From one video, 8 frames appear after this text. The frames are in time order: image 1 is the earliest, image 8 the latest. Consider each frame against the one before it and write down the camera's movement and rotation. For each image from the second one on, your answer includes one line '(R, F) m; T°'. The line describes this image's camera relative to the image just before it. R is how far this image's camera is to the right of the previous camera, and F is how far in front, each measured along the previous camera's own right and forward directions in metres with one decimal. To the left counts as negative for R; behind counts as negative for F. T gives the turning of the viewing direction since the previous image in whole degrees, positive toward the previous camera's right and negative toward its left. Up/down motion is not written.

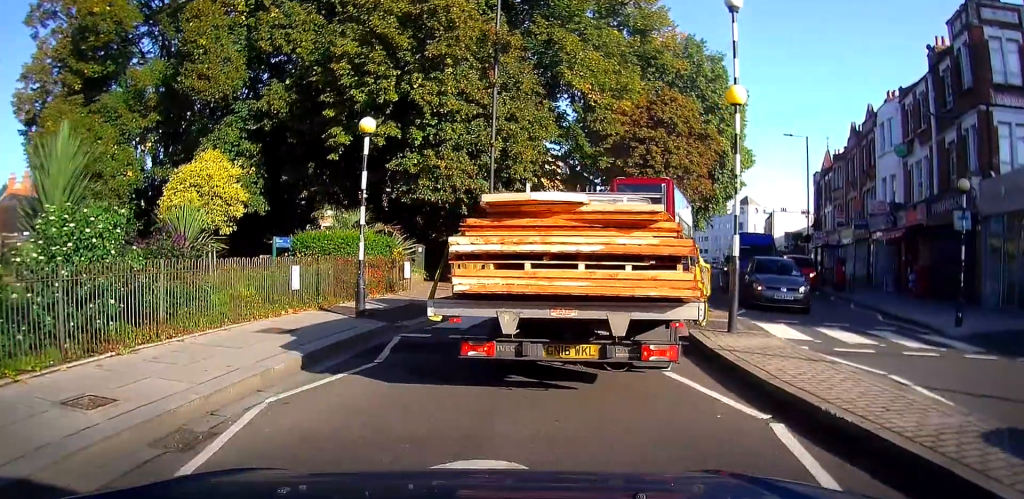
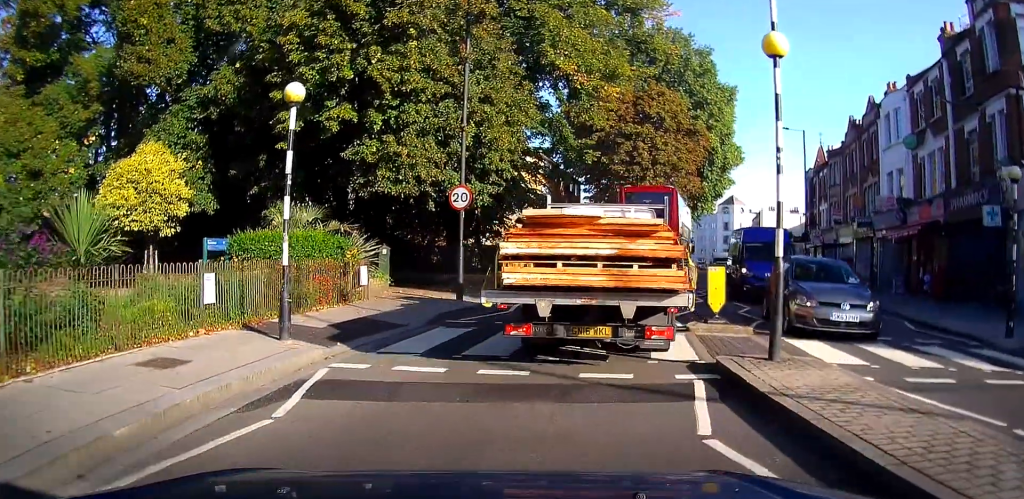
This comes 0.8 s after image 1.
(+0.1, +2.6) m; +1°
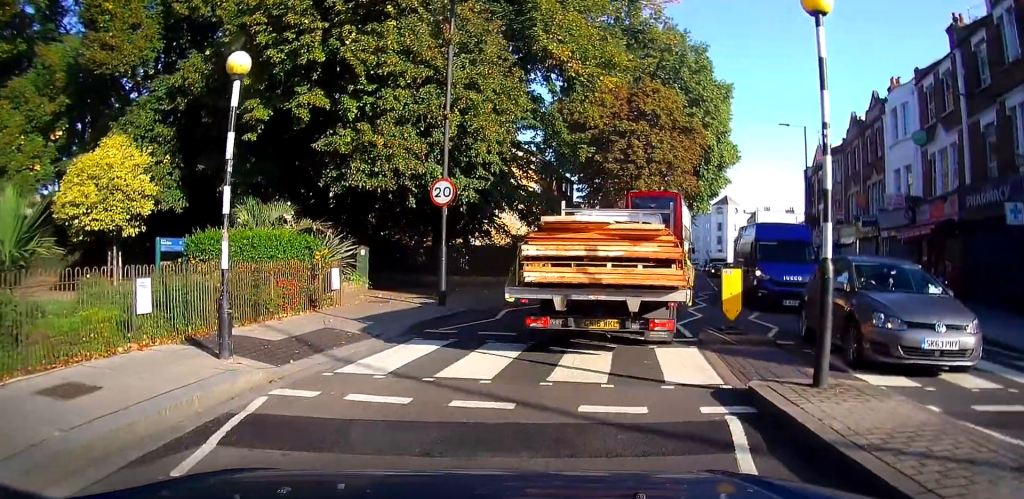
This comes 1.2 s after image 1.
(+0.1, +1.5) m; 0°
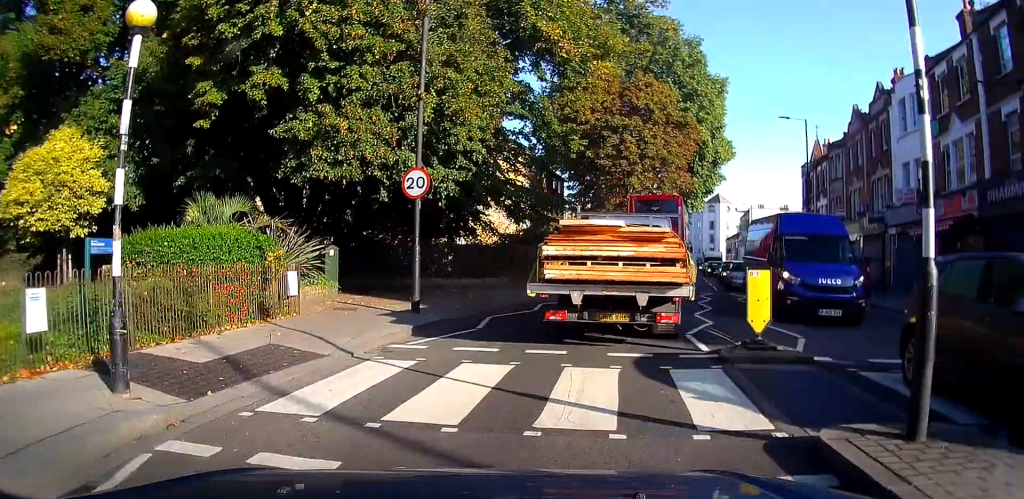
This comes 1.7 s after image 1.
(-0.1, +1.8) m; 0°
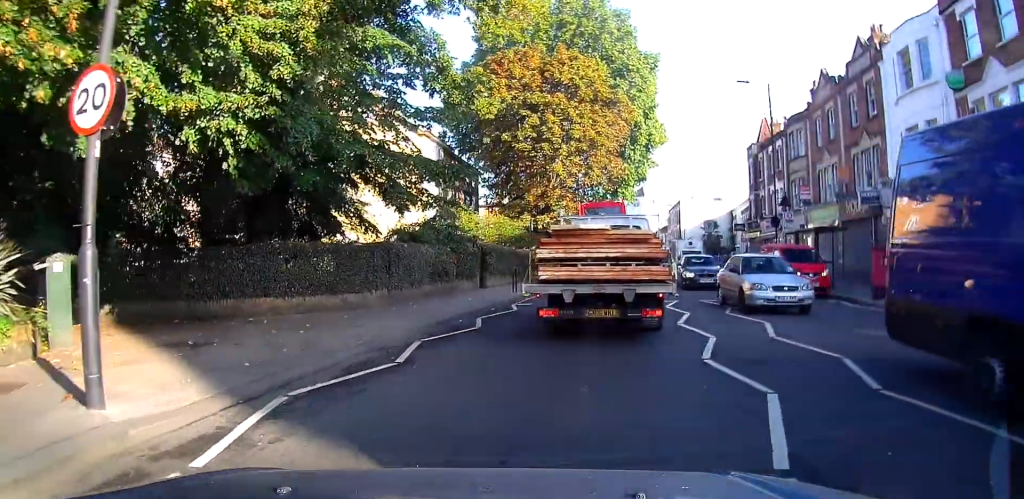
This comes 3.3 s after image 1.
(+0.3, +6.7) m; +7°
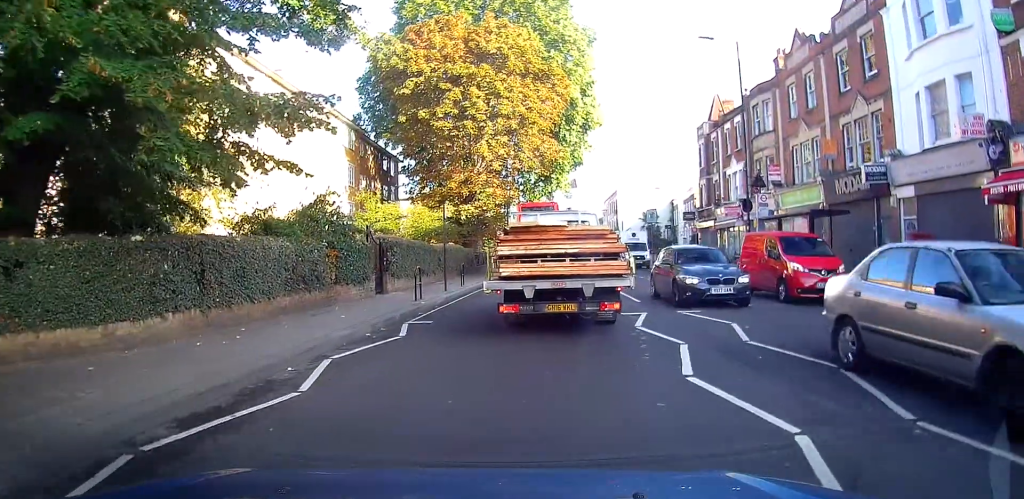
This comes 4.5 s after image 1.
(+0.1, +5.4) m; +2°
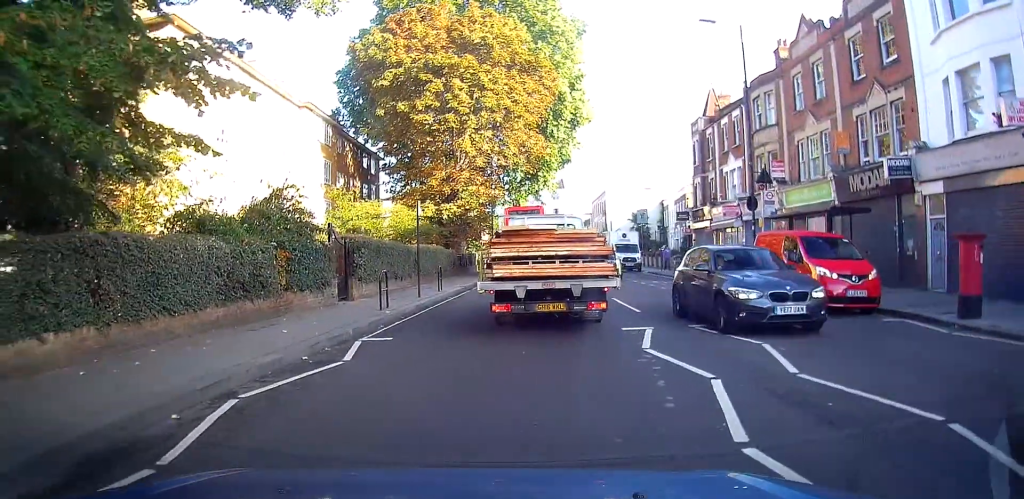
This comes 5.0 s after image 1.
(0.0, +2.1) m; +1°
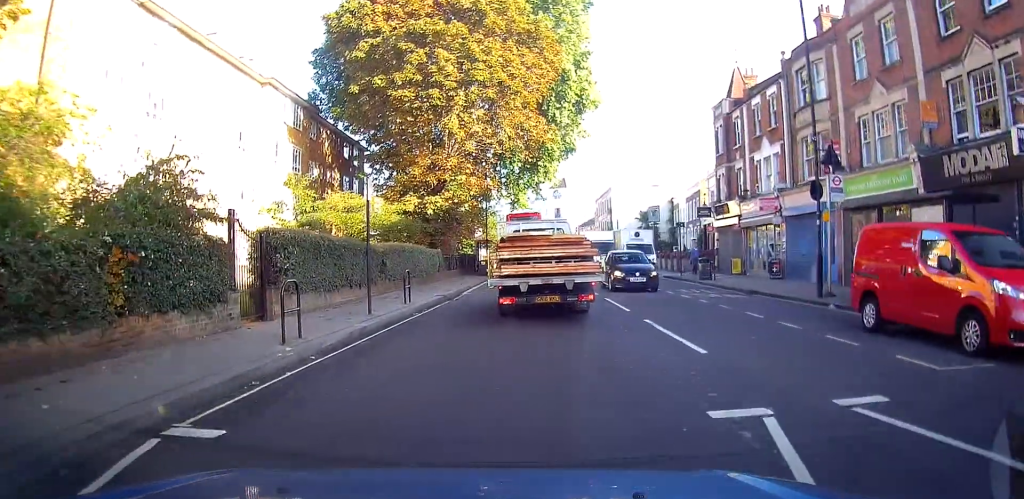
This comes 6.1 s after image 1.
(+0.2, +5.3) m; +1°
